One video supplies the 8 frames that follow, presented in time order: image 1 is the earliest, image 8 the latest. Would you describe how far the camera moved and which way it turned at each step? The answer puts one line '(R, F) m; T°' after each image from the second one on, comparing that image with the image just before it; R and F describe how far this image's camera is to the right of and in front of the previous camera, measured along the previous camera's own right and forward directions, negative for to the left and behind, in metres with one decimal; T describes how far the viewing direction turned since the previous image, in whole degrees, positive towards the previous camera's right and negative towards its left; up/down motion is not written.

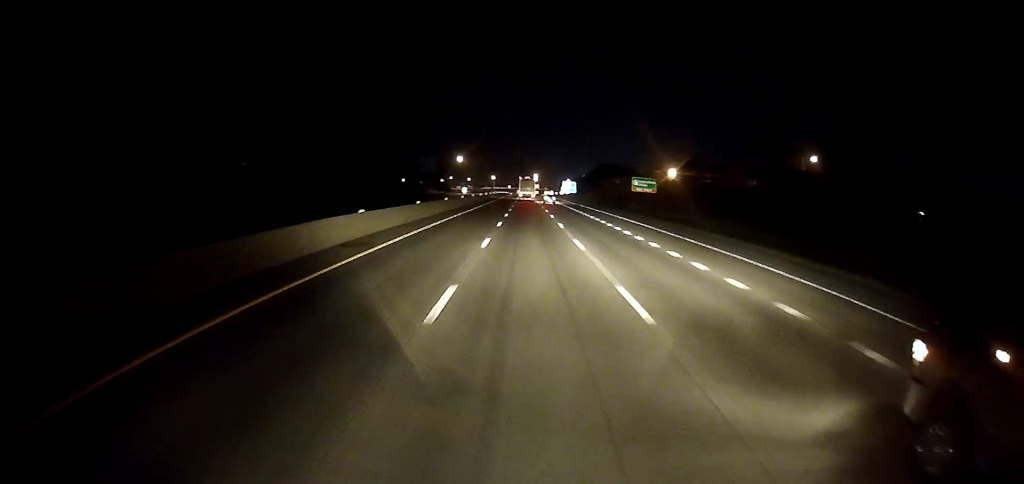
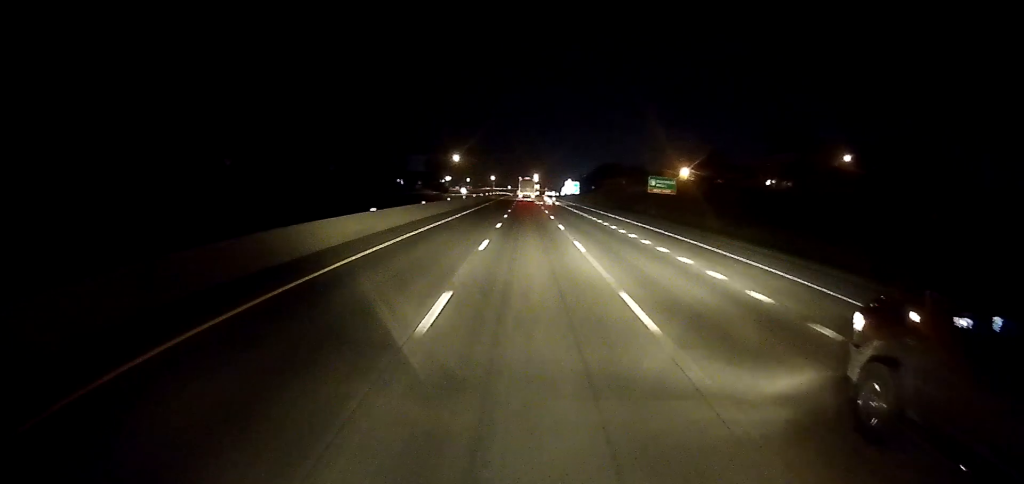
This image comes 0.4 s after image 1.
(-0.3, +12.8) m; 0°
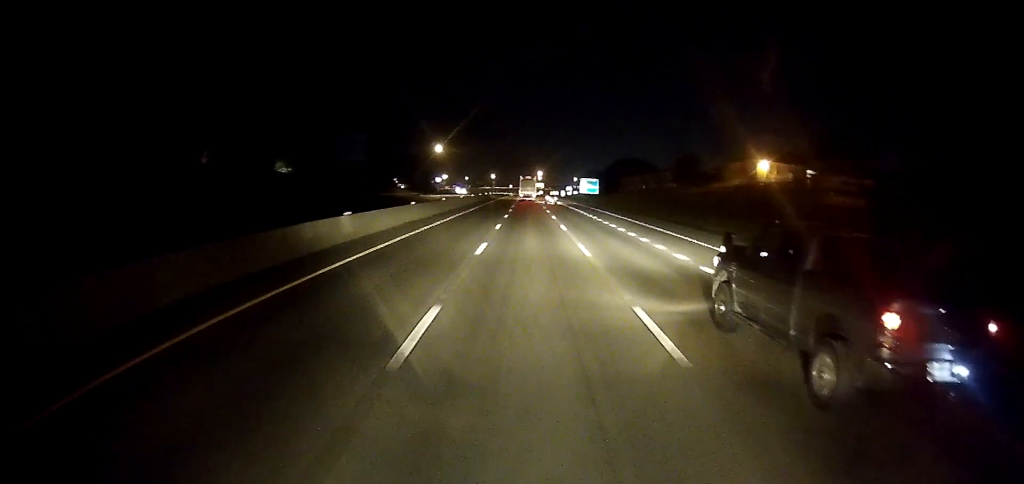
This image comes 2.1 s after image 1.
(+0.1, +50.4) m; -1°
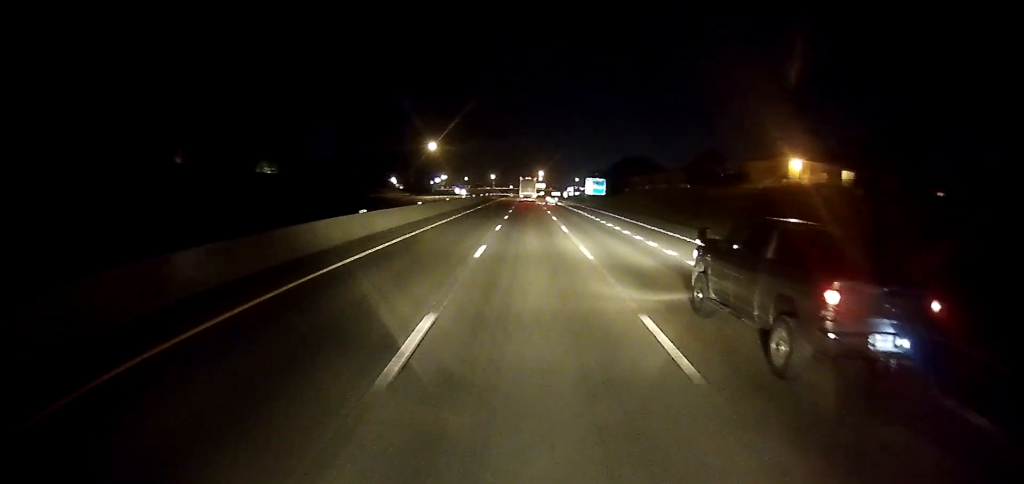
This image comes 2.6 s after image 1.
(-0.1, +12.9) m; 0°
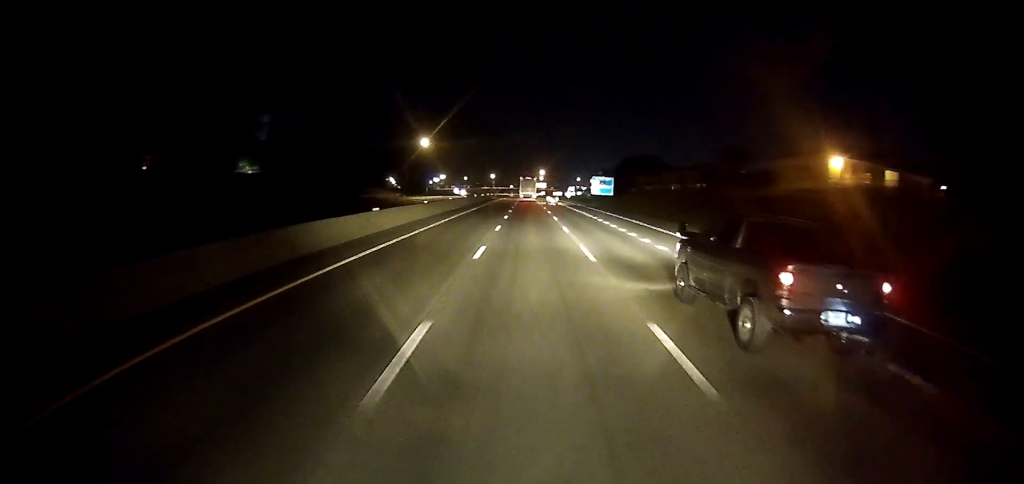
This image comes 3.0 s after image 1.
(0.0, +12.9) m; 0°
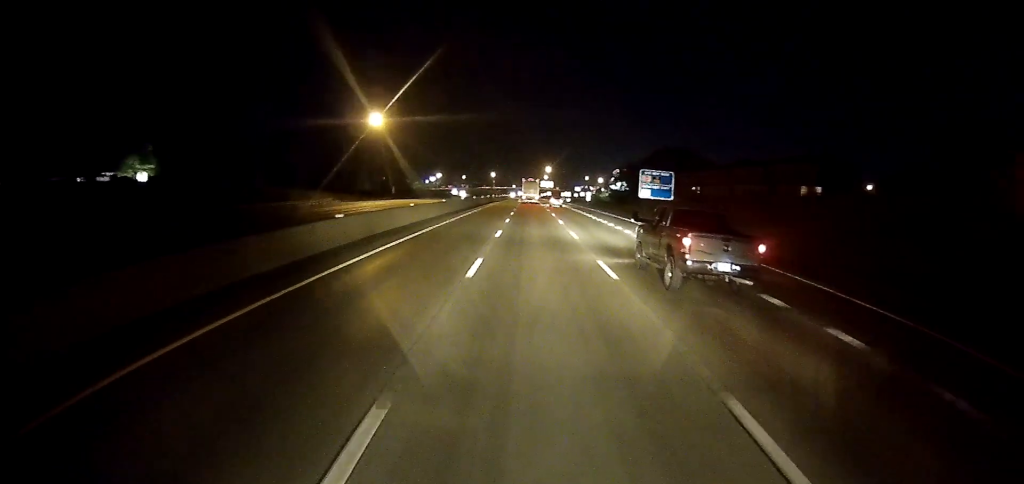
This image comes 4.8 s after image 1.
(0.0, +52.5) m; +1°
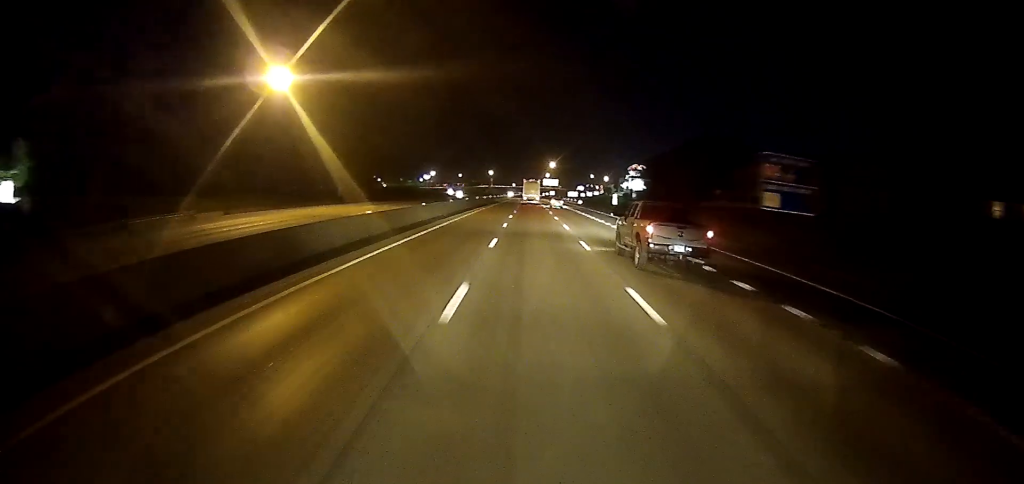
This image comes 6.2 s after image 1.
(+0.8, +41.5) m; +1°
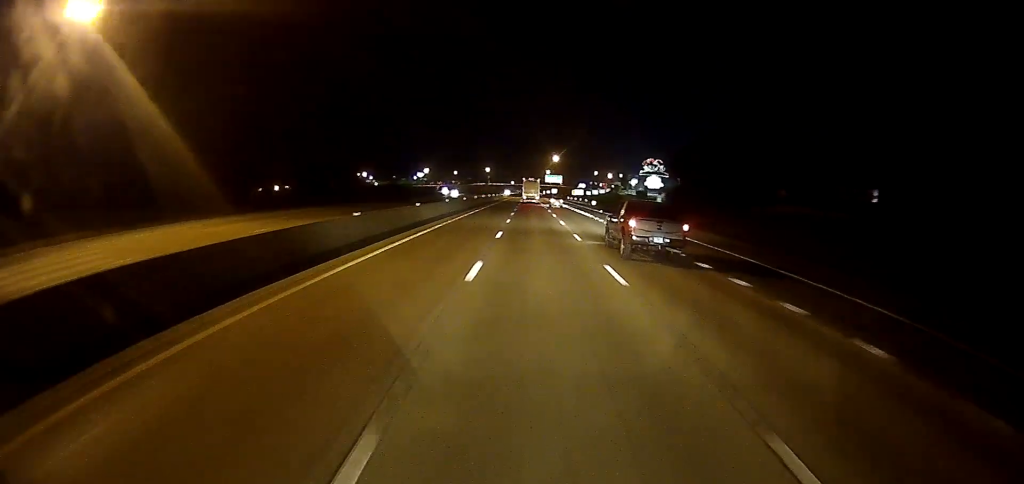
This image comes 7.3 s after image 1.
(-0.4, +32.7) m; -1°
